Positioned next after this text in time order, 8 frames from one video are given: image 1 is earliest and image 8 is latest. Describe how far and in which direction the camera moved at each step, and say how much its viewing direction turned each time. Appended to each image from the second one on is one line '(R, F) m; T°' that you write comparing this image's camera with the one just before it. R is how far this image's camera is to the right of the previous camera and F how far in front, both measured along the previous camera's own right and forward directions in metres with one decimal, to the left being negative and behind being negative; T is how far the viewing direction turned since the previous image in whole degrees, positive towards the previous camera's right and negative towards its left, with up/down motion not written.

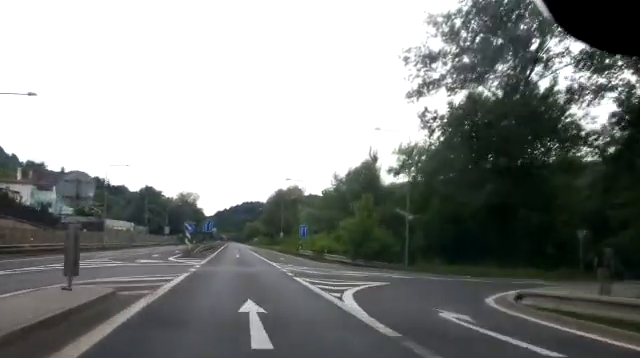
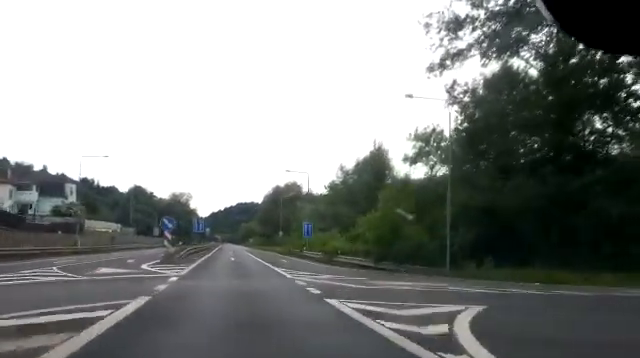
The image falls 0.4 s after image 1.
(-0.2, +7.0) m; 0°
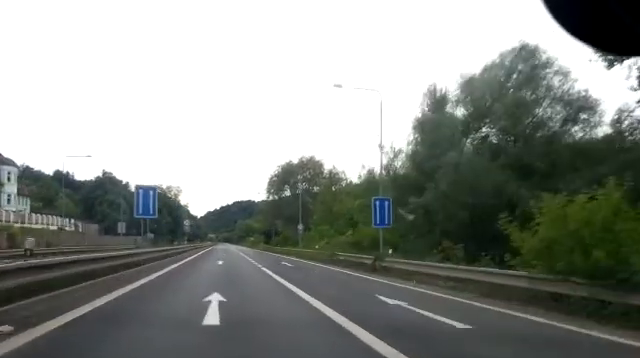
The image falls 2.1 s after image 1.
(0.0, +27.2) m; 0°
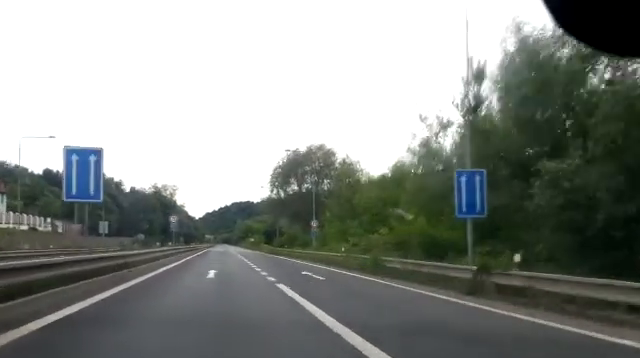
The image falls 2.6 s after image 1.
(-0.1, +9.2) m; 0°
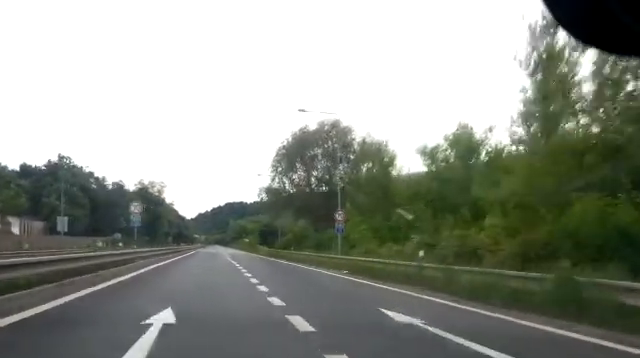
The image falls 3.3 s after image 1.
(-0.1, +12.3) m; 0°
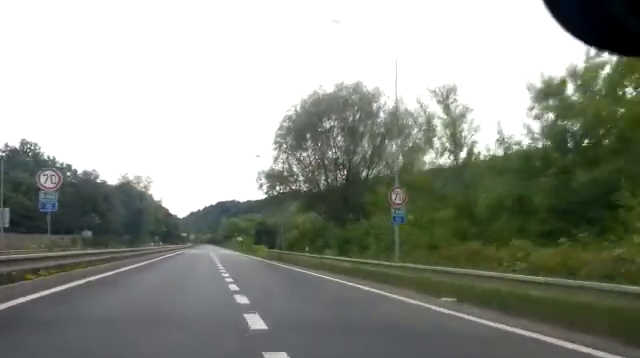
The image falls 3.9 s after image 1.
(-0.1, +11.3) m; +1°
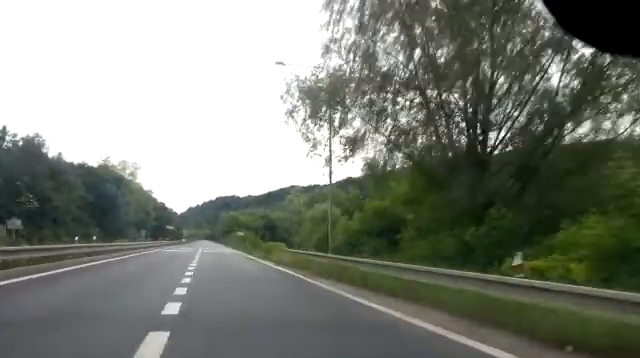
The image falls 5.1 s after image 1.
(+0.3, +22.6) m; 0°
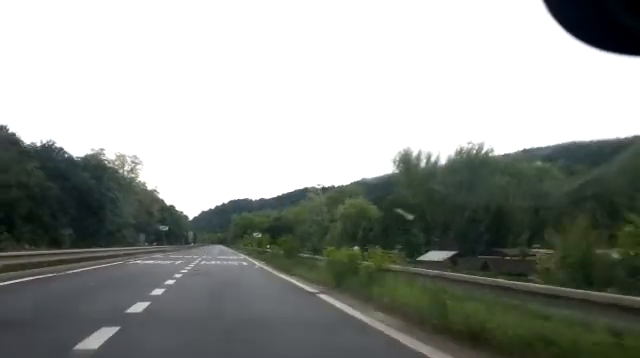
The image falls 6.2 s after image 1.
(-0.1, +20.4) m; 0°
